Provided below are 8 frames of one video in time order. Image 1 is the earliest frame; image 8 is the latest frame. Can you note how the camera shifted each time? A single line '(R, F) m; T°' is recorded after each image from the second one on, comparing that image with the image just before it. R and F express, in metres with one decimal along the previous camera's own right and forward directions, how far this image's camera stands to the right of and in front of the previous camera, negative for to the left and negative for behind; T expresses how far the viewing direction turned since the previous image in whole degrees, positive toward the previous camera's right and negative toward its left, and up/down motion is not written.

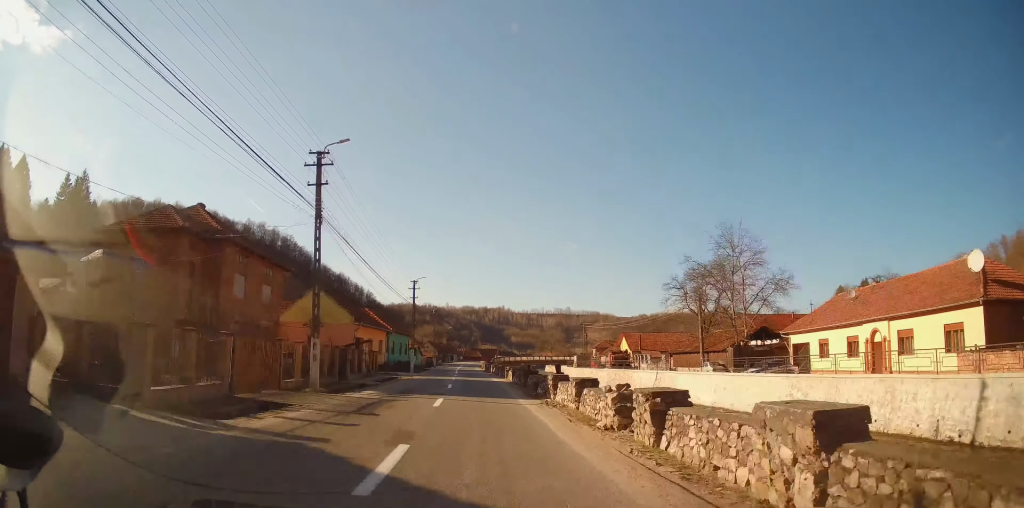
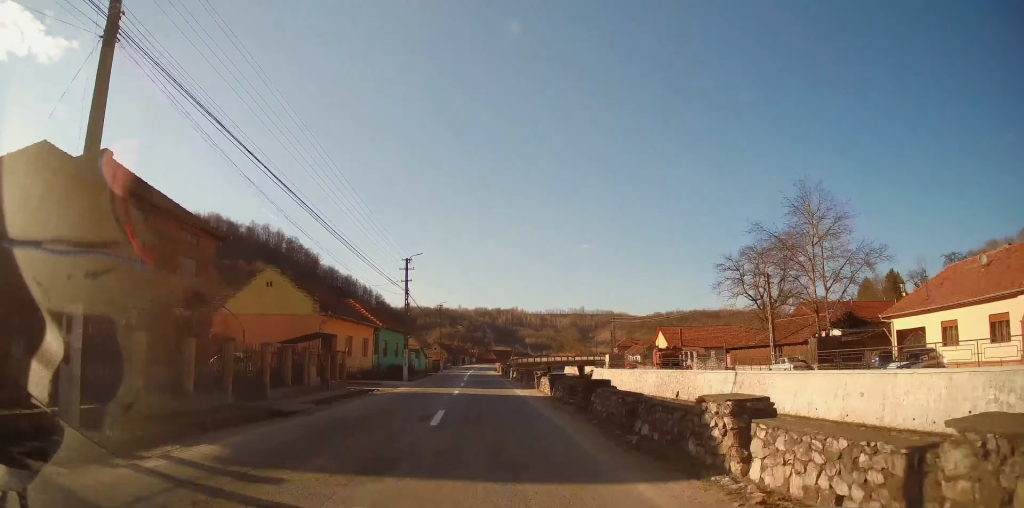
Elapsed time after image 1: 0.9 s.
(-0.3, +12.7) m; -2°
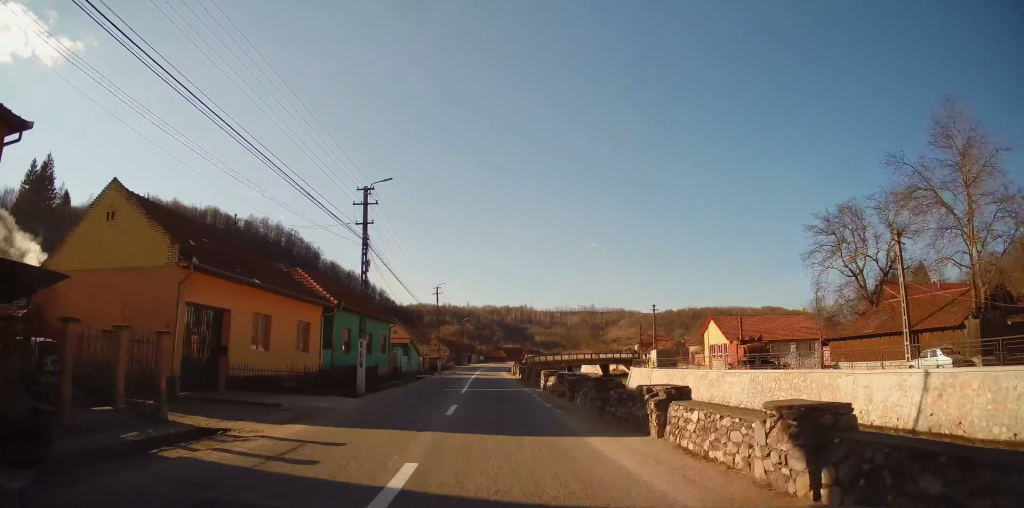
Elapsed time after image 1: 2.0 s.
(-0.2, +15.9) m; -2°
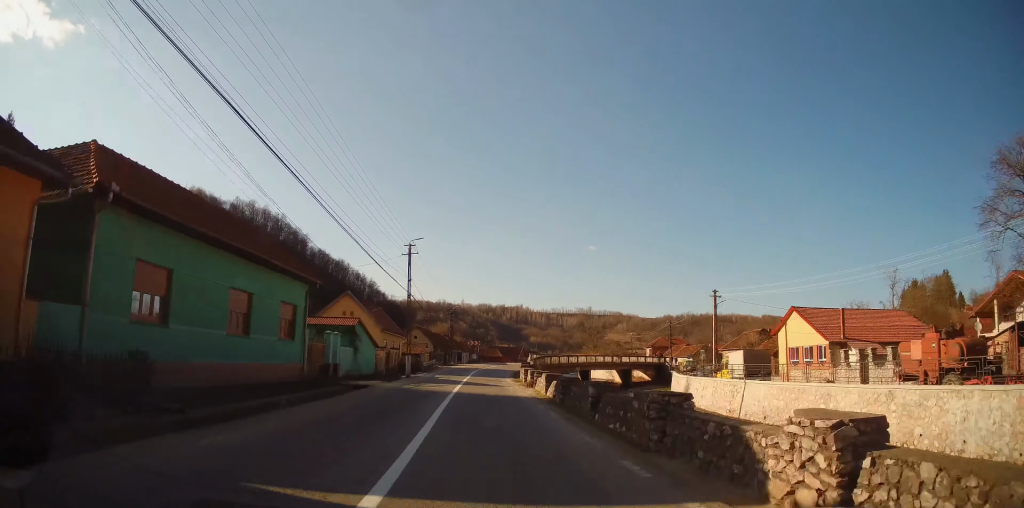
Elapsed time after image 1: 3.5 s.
(-0.2, +19.6) m; 0°
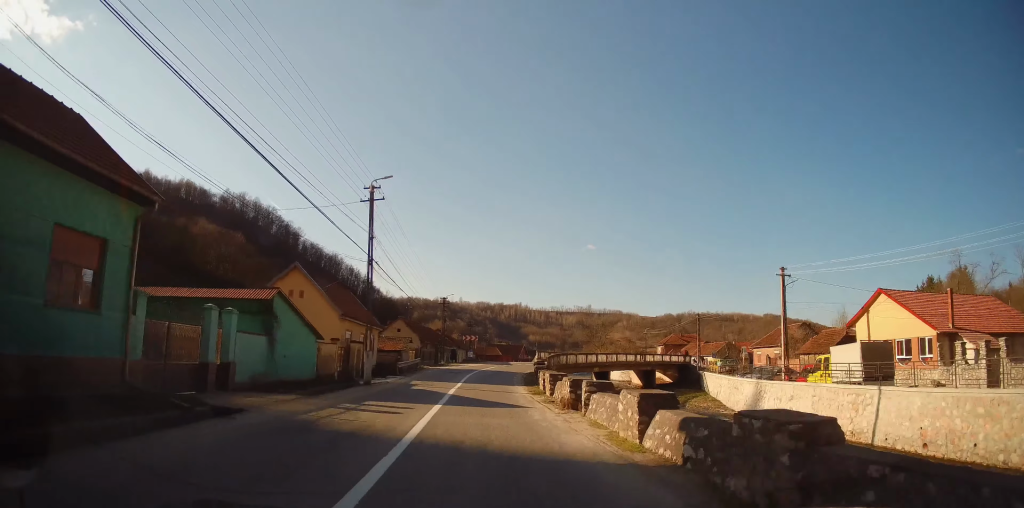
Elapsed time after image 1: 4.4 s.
(0.0, +12.4) m; 0°
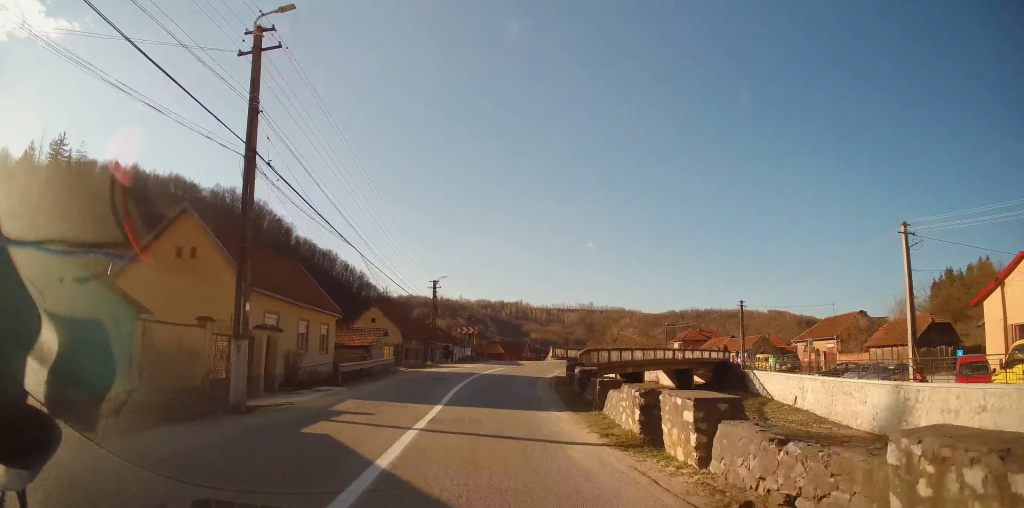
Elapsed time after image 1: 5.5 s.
(0.0, +13.3) m; 0°
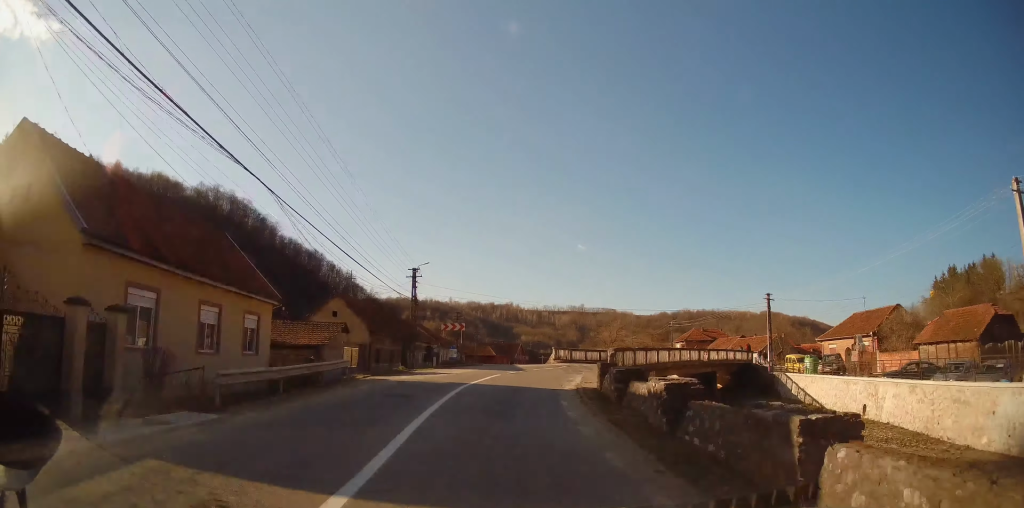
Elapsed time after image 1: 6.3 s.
(0.0, +8.5) m; +2°
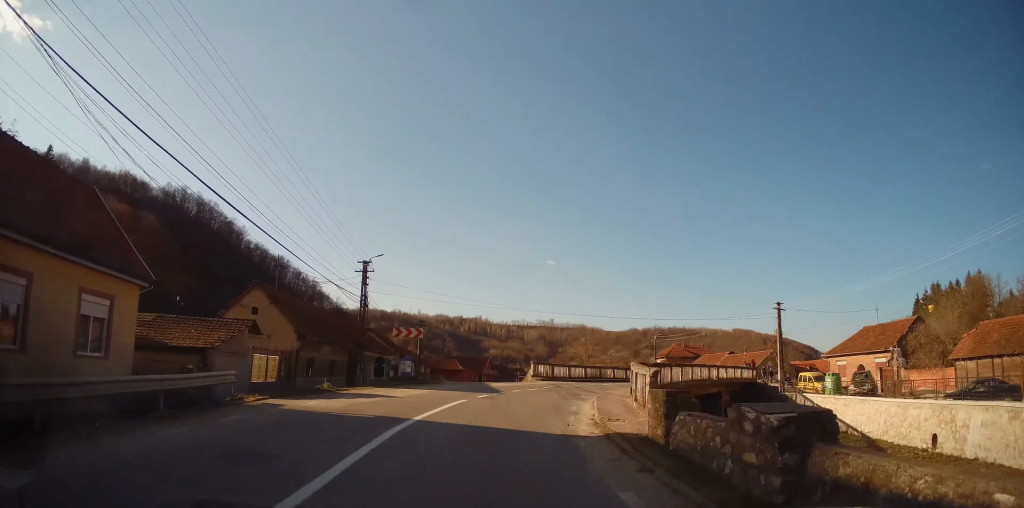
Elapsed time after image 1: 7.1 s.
(+0.3, +8.3) m; +2°
